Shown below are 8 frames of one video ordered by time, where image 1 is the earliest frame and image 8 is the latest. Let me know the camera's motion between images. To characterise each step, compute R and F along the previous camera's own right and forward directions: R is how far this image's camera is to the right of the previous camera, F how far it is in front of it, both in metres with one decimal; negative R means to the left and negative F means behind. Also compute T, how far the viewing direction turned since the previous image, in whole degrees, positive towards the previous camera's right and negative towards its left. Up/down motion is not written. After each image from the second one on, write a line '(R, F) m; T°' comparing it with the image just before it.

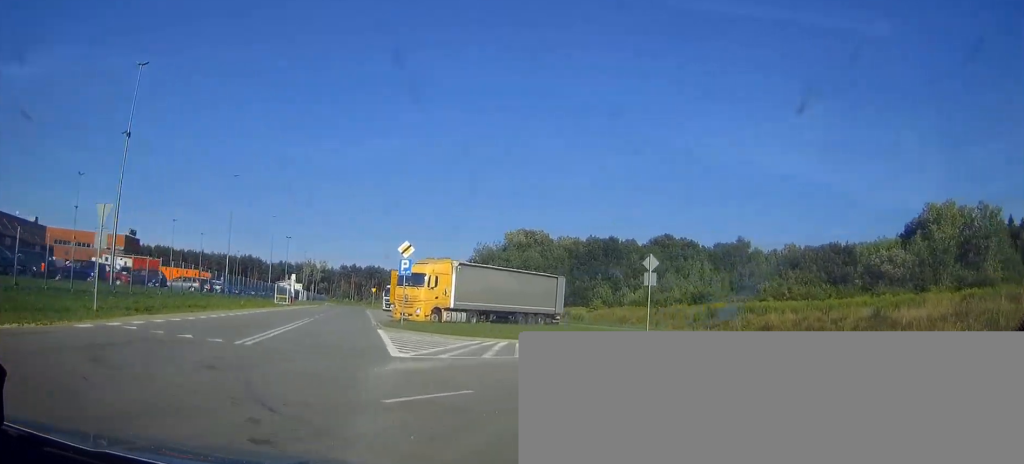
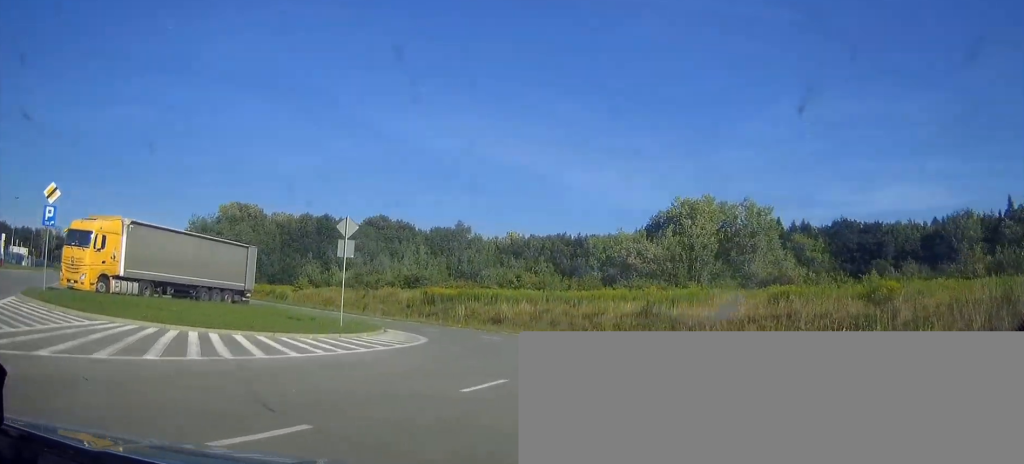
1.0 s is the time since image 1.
(+1.7, +9.0) m; +16°
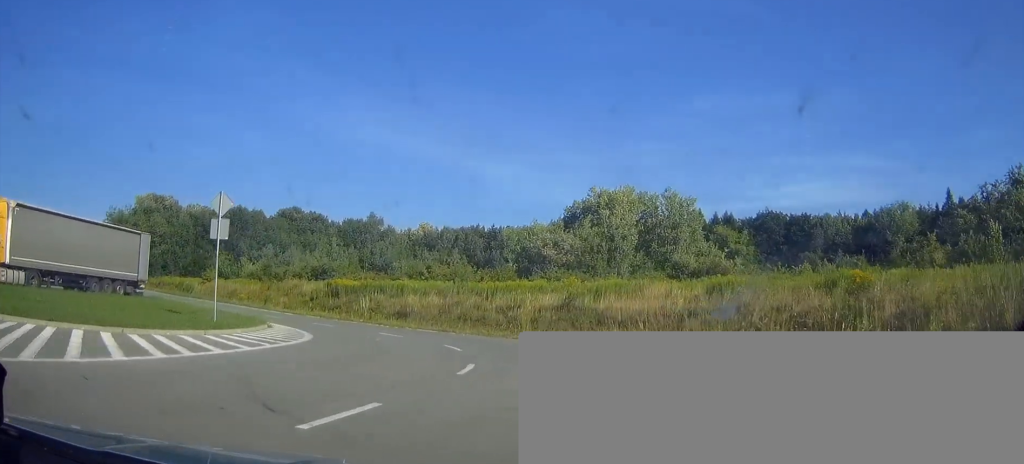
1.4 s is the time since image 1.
(+0.3, +4.1) m; +5°
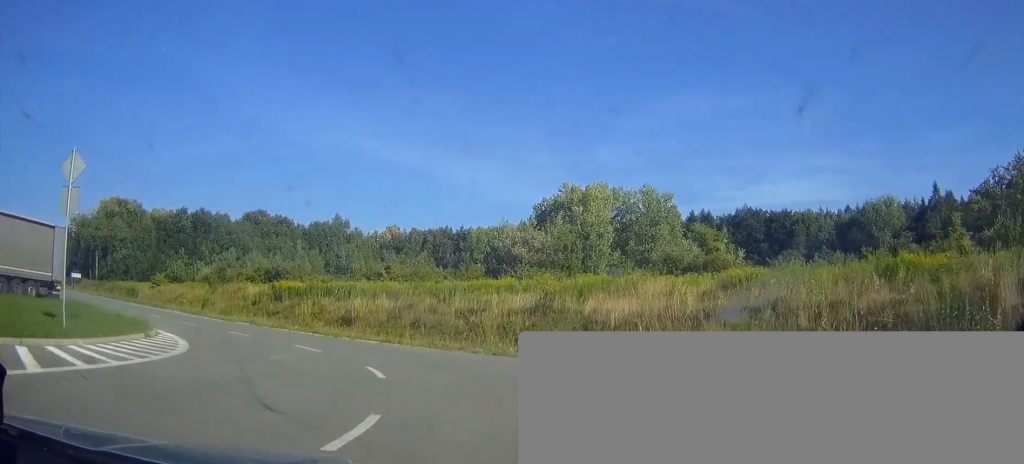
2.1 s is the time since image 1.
(+0.2, +6.6) m; -3°
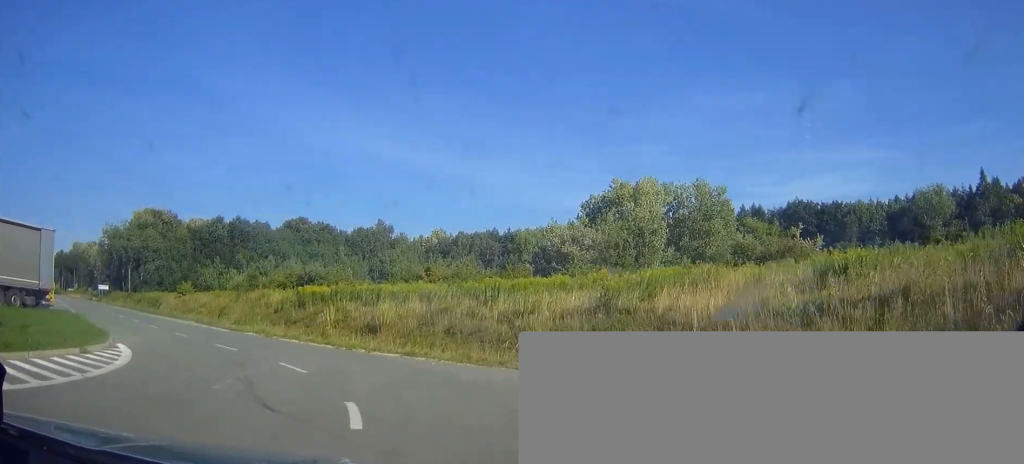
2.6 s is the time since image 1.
(-0.1, +4.8) m; -5°
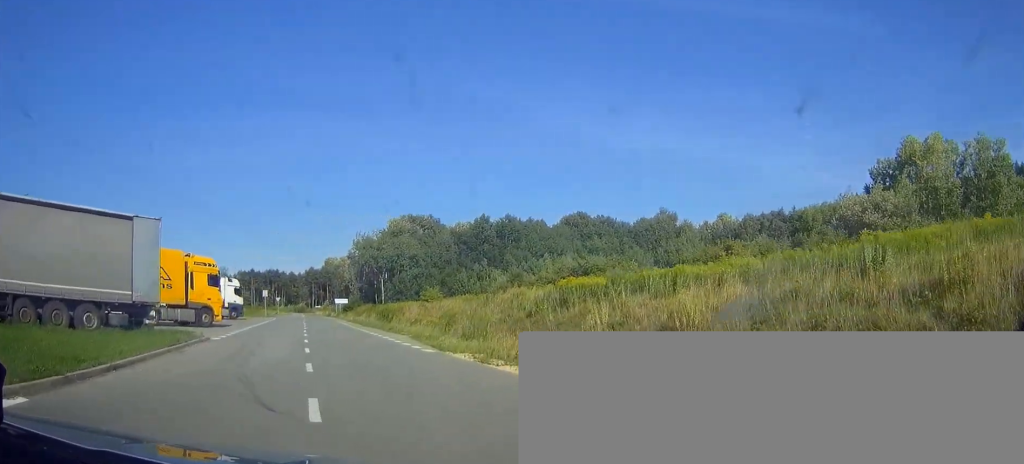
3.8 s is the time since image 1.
(-1.6, +11.3) m; -17°
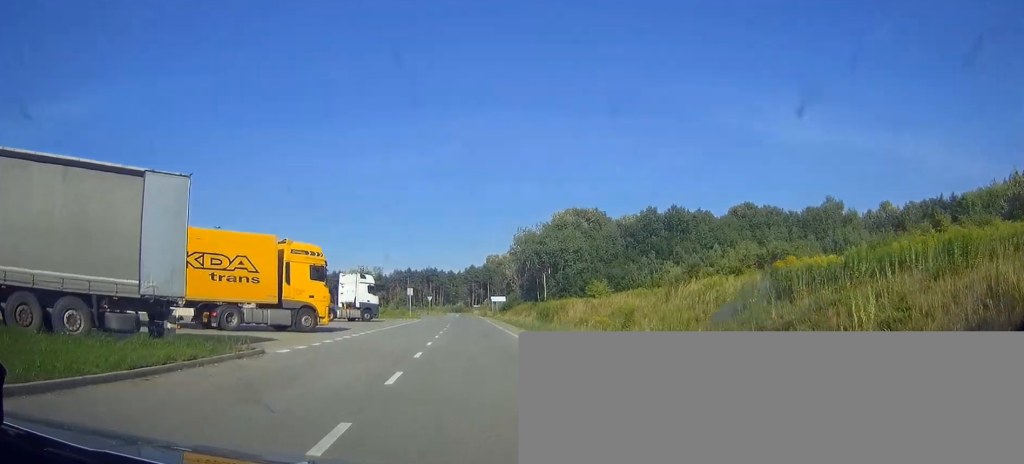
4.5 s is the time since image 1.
(-0.8, +7.8) m; -10°
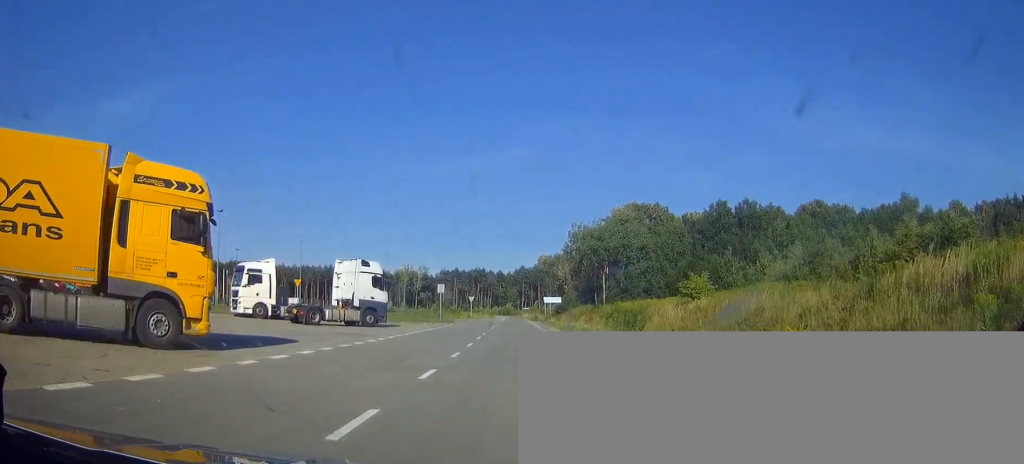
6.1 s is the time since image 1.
(-1.6, +16.9) m; -6°
